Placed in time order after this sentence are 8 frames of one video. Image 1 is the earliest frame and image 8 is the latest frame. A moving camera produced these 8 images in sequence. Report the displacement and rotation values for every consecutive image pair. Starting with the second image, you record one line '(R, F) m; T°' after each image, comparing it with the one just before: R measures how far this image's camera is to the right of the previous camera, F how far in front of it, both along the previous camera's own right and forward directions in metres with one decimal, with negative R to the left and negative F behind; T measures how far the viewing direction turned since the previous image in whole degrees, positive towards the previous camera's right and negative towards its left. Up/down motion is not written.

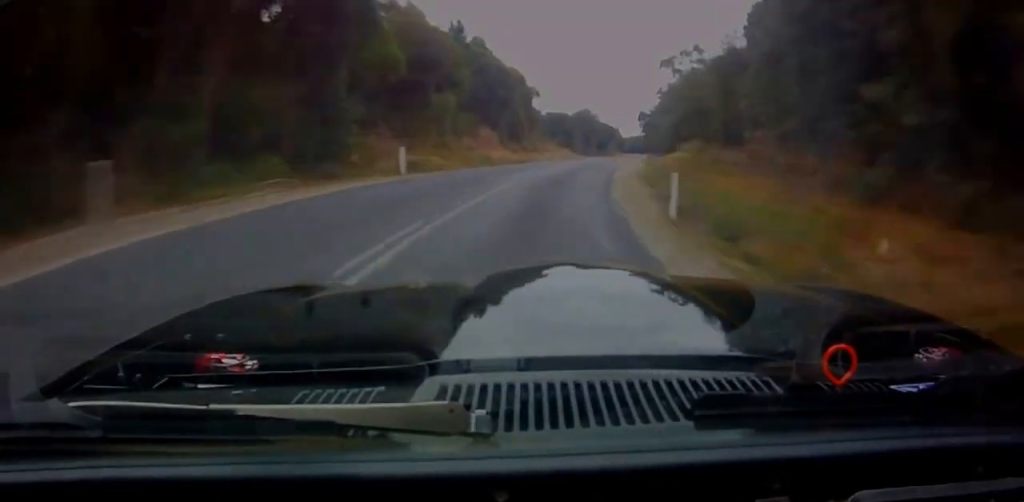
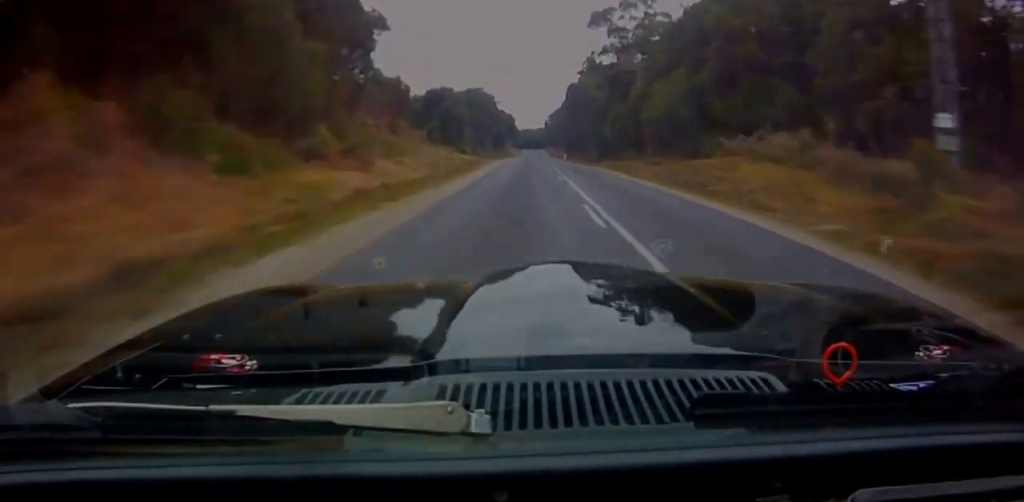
(+8.0, +48.2) m; +15°
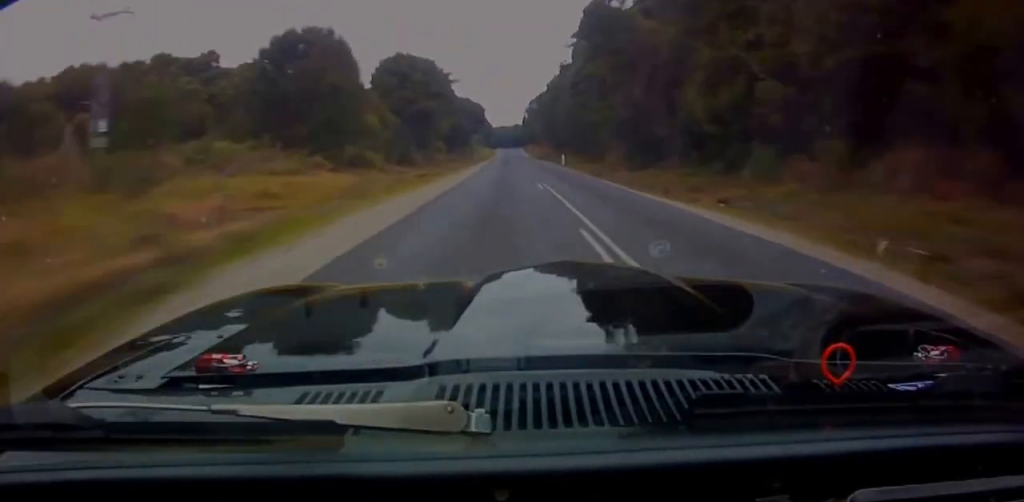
(+2.7, +43.9) m; +3°
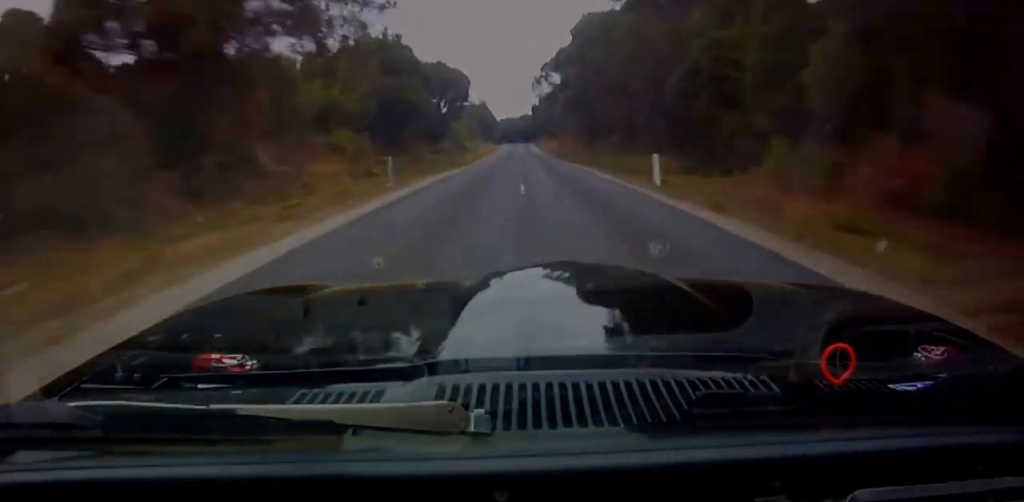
(-0.2, +43.6) m; -1°
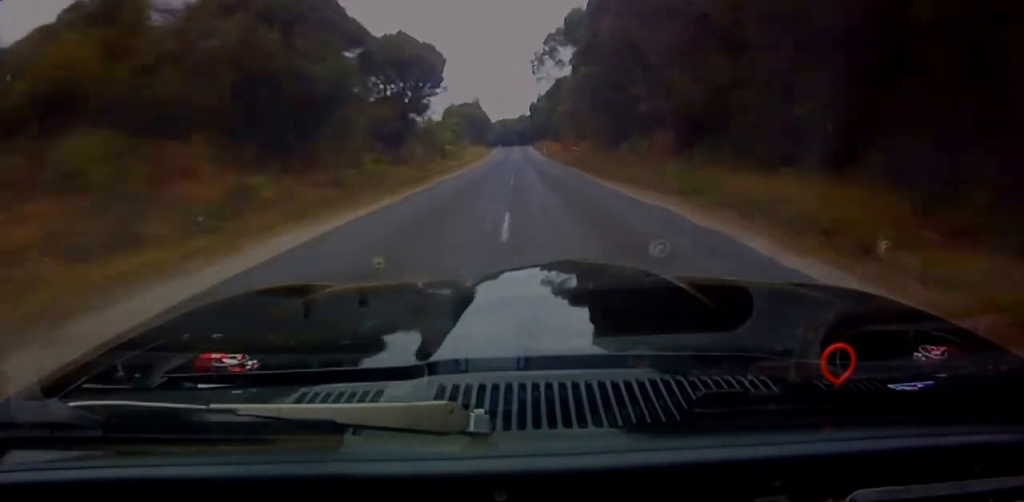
(+0.1, +20.7) m; -1°
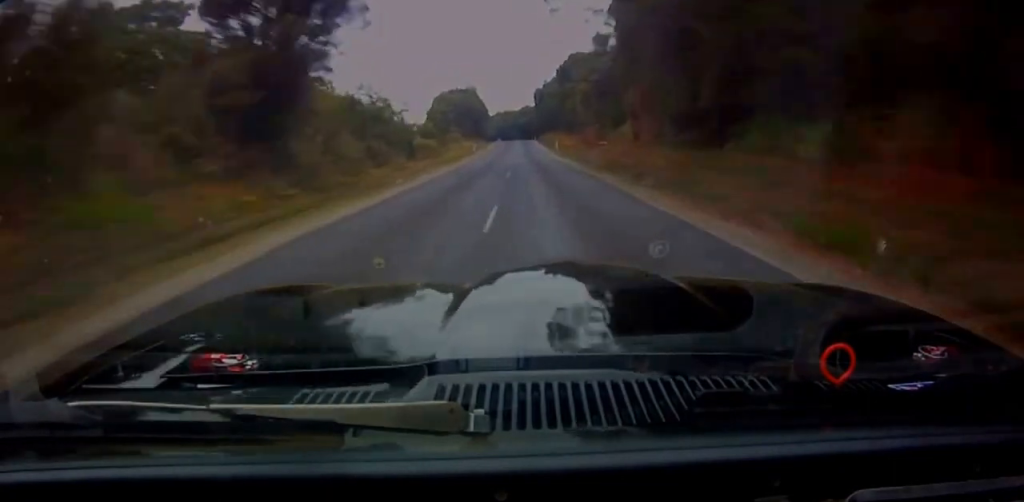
(-0.7, +26.4) m; -1°
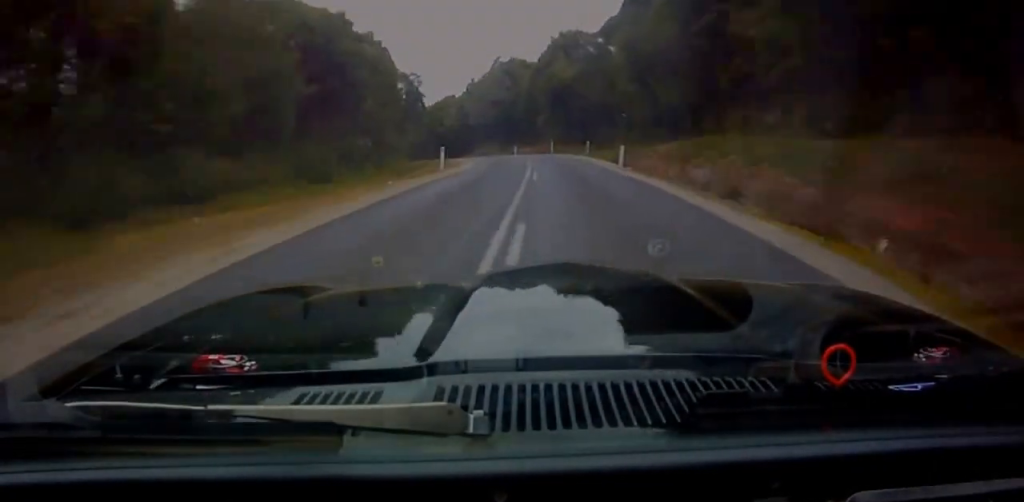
(-6.9, +135.7) m; -10°
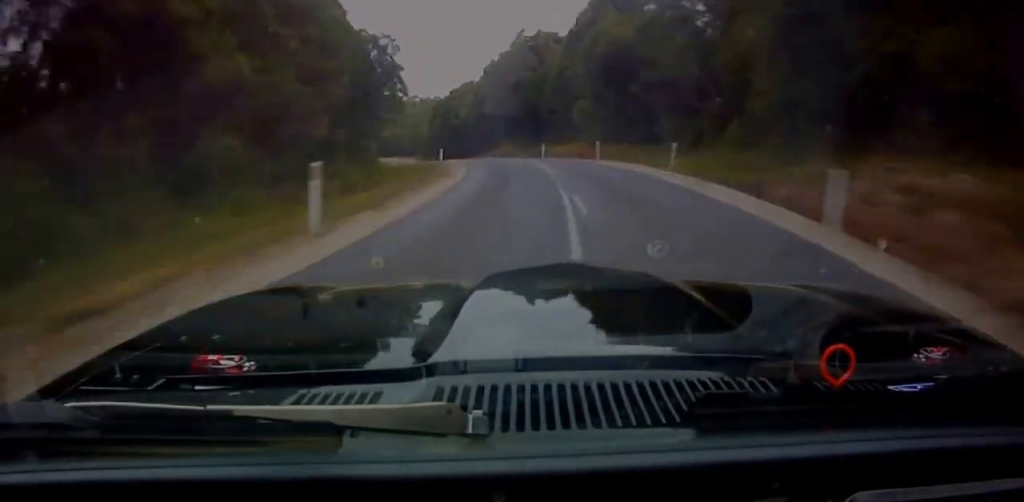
(+0.1, +19.6) m; -3°
